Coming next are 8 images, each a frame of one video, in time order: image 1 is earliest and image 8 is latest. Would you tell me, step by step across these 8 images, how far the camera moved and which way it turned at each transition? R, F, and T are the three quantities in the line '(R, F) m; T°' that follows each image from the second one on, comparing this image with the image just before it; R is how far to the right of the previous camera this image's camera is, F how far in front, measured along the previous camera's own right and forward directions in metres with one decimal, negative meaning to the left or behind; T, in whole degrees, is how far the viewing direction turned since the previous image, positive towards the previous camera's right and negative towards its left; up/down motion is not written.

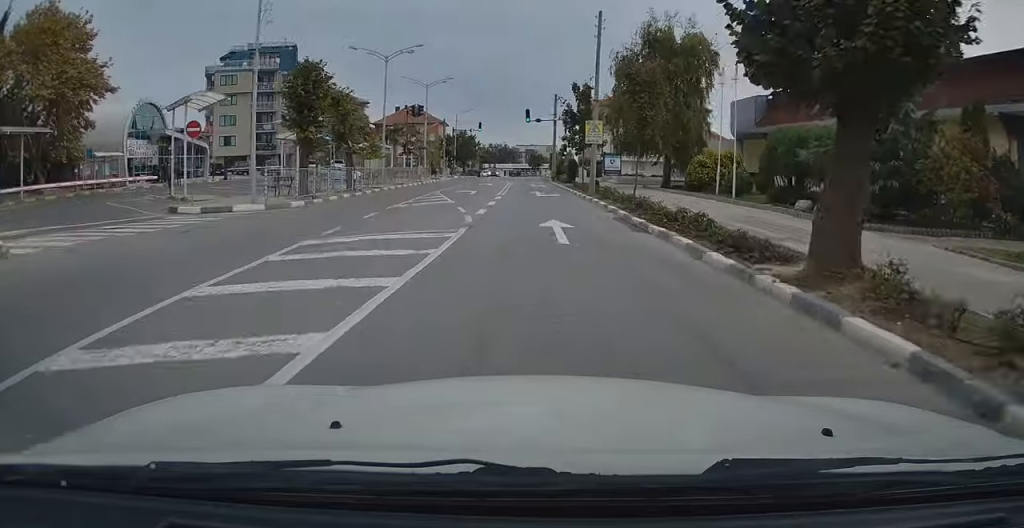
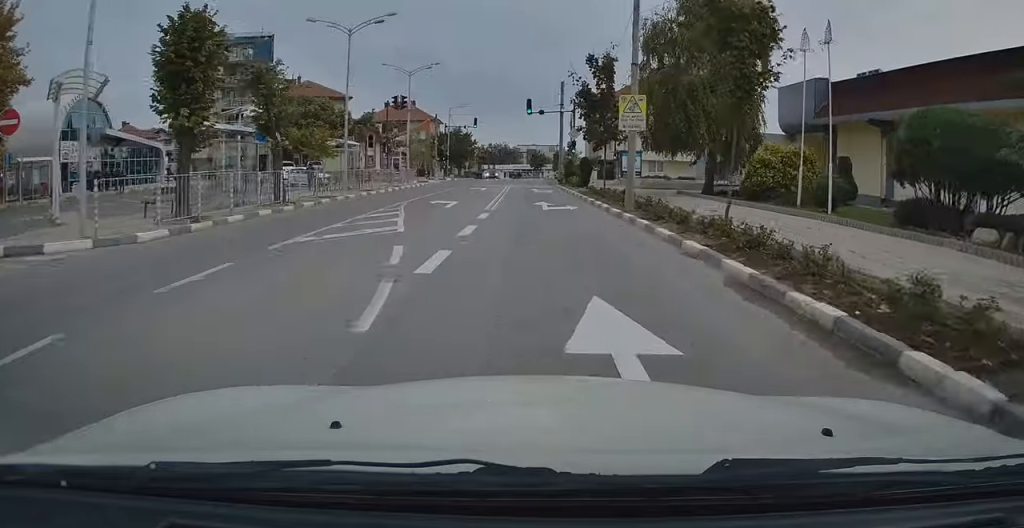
(+0.3, +9.2) m; +1°
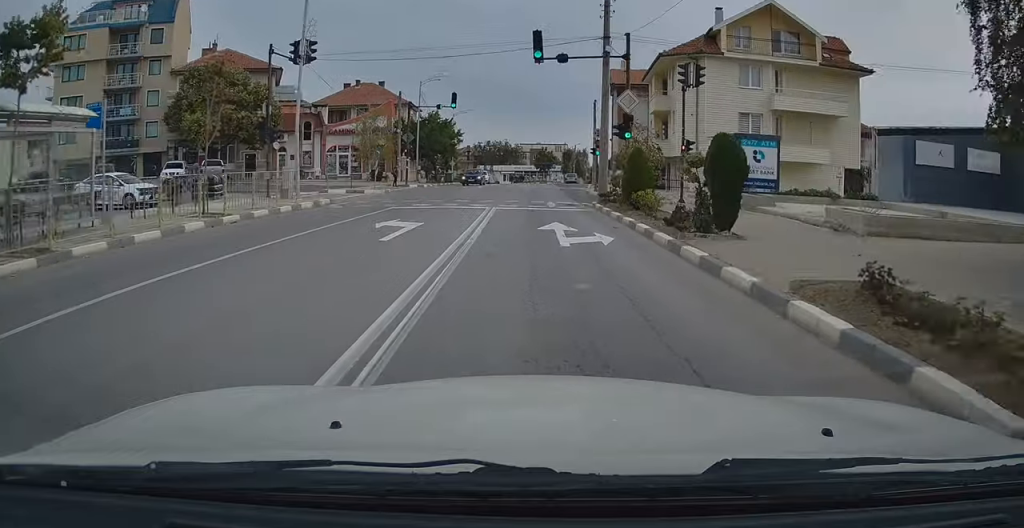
(-0.5, +25.2) m; -2°
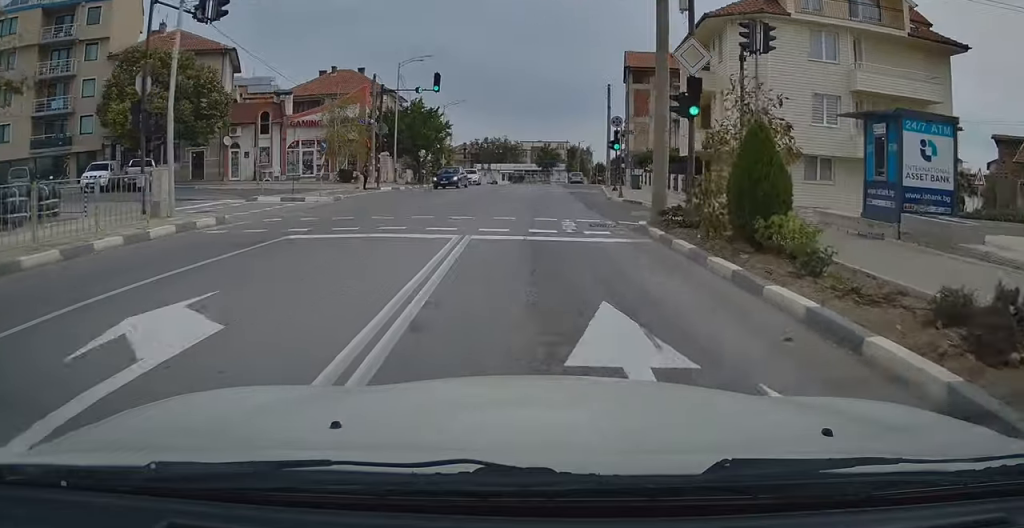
(-0.1, +9.8) m; +1°
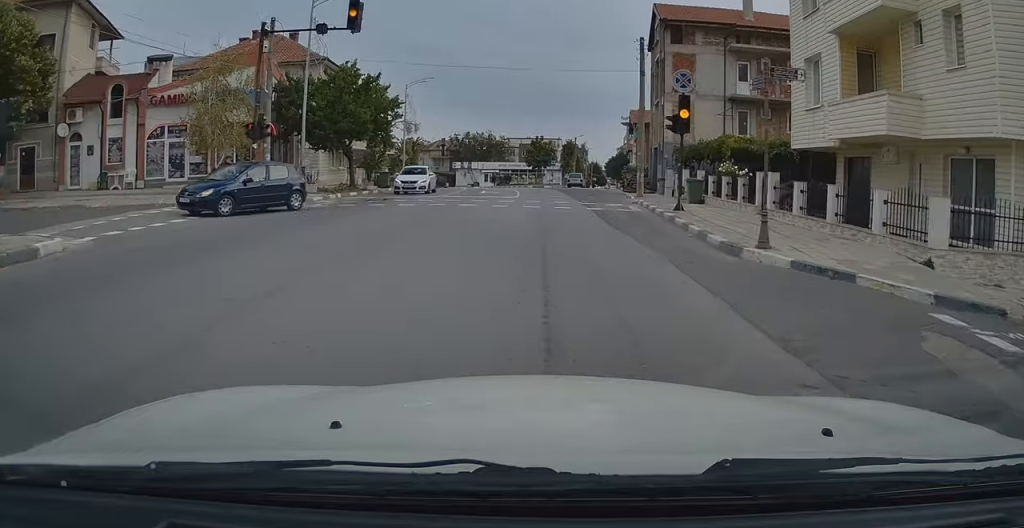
(+0.4, +17.8) m; +2°
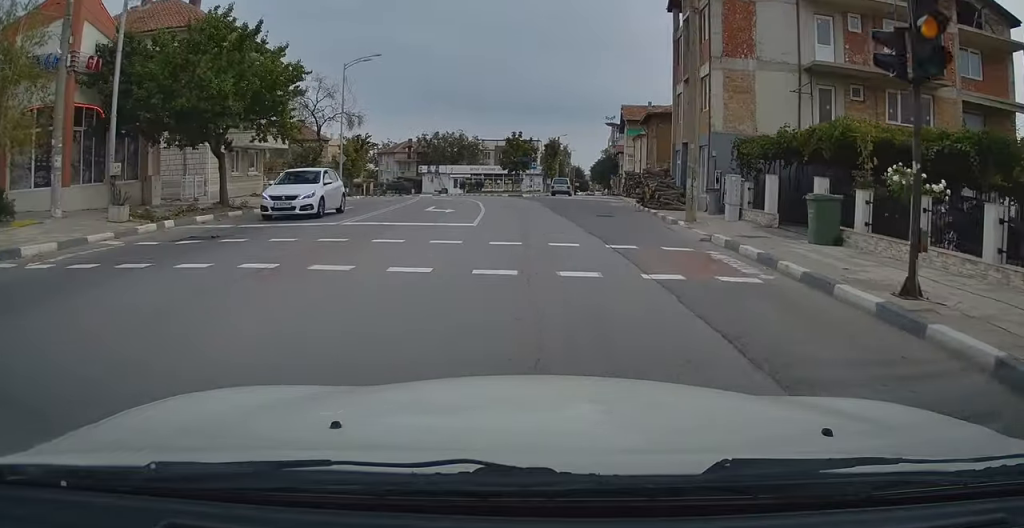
(0.0, +13.2) m; -1°
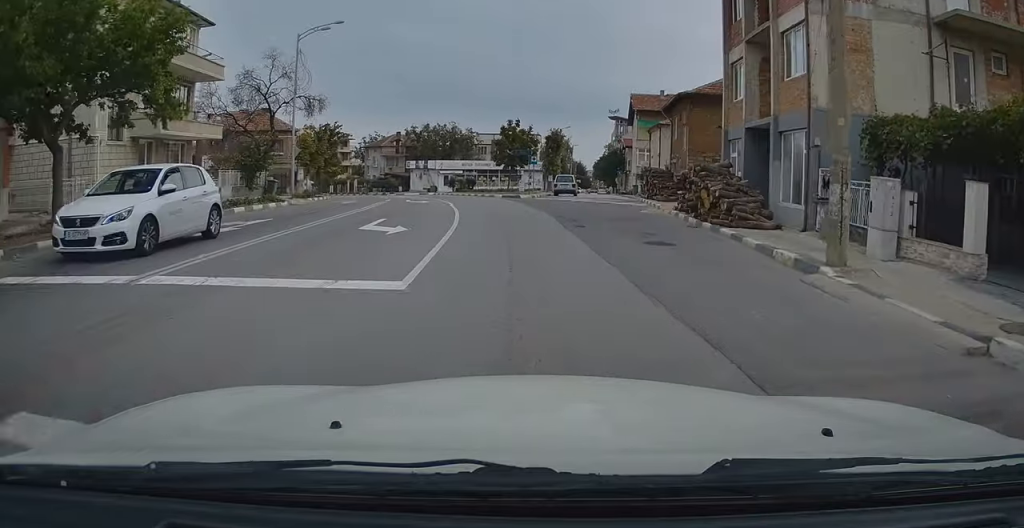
(-0.1, +8.7) m; 0°
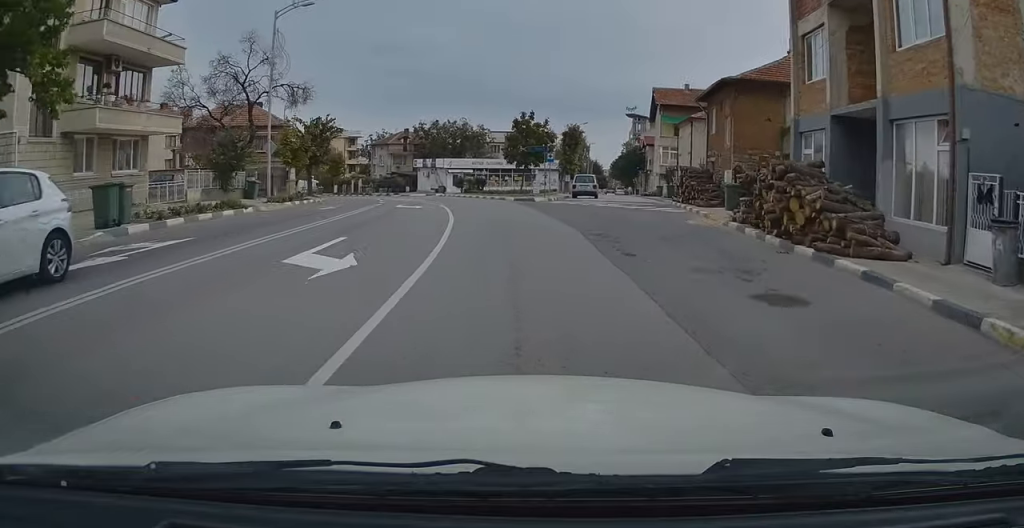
(0.0, +5.2) m; 0°
